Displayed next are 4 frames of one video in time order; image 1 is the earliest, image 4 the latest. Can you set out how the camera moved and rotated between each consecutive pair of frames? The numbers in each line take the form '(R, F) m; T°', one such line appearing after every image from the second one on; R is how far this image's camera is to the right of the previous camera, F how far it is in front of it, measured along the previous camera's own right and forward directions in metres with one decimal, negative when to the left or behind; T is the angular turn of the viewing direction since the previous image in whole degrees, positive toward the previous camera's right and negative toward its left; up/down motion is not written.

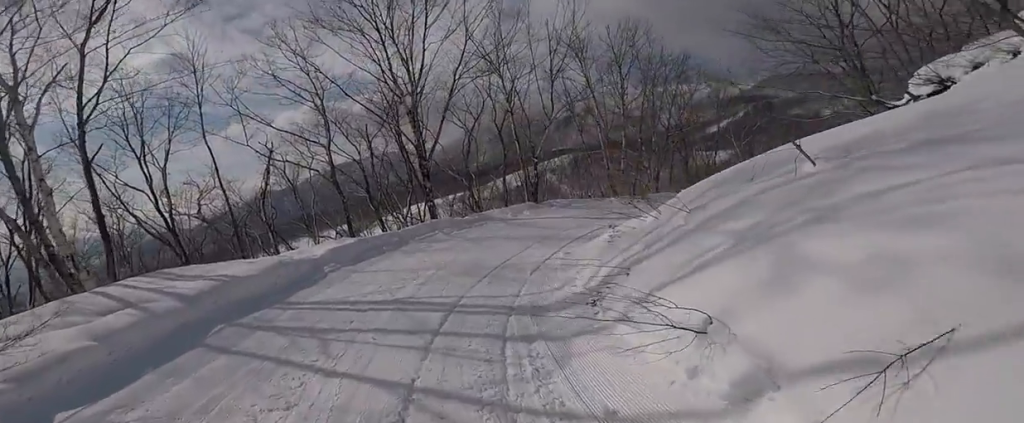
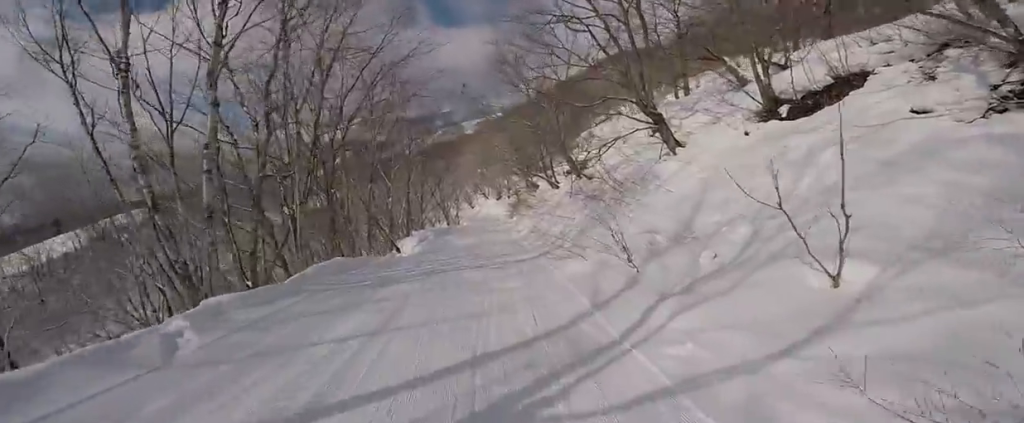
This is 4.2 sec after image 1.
(+13.1, +11.0) m; +83°
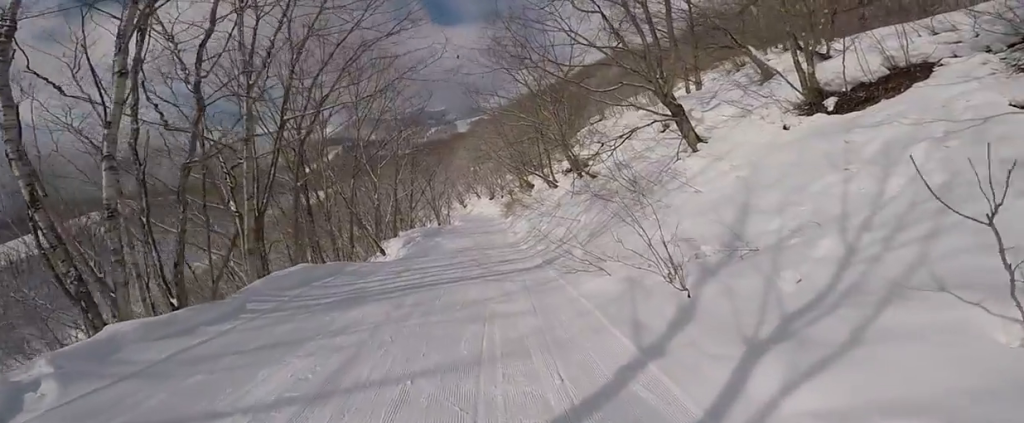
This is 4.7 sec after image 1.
(0.0, +2.2) m; 0°
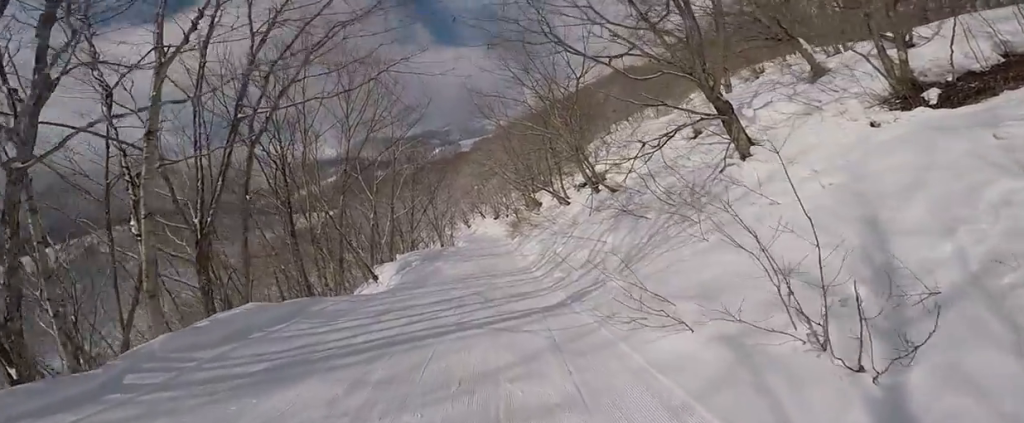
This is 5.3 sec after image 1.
(0.0, +2.9) m; 0°
